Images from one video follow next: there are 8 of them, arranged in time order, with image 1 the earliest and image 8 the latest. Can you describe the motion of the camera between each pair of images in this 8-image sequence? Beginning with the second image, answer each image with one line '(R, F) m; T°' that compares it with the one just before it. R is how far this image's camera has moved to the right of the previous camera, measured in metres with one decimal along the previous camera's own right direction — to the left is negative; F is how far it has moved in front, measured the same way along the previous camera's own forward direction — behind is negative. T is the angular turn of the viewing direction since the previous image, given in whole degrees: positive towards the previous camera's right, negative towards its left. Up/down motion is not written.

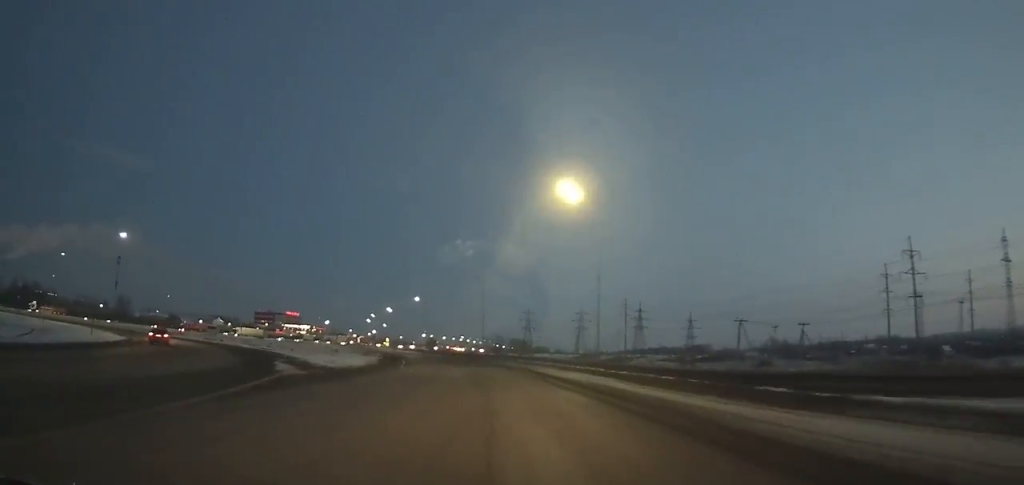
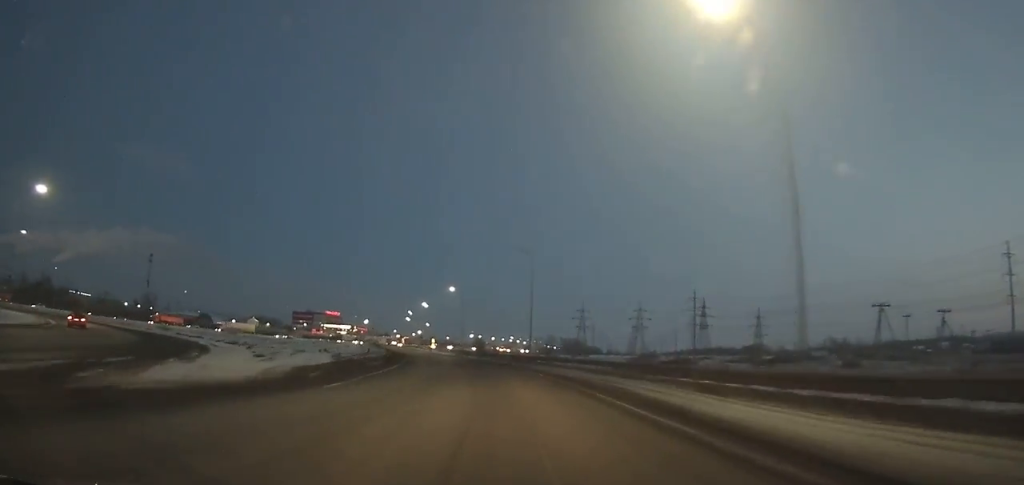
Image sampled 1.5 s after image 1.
(-1.4, +21.9) m; -4°
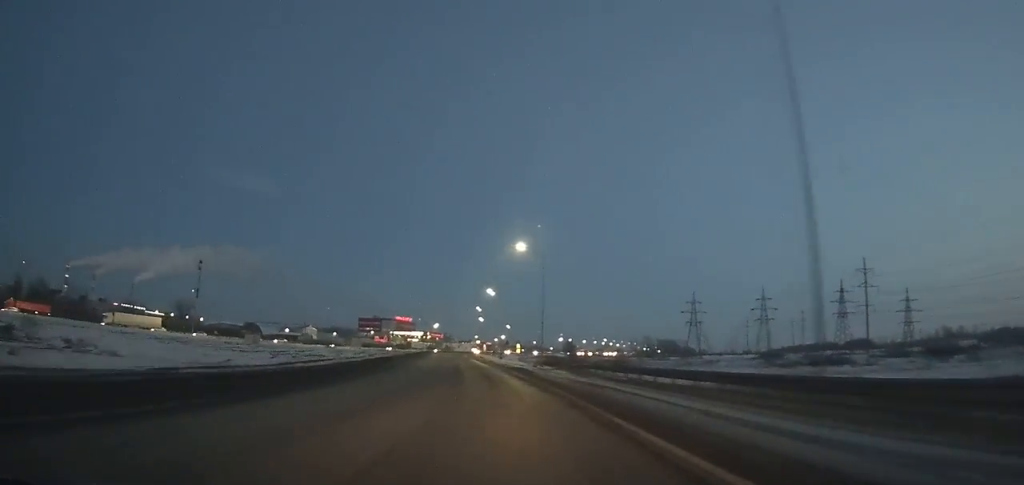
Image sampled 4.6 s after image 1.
(-3.5, +45.1) m; -7°
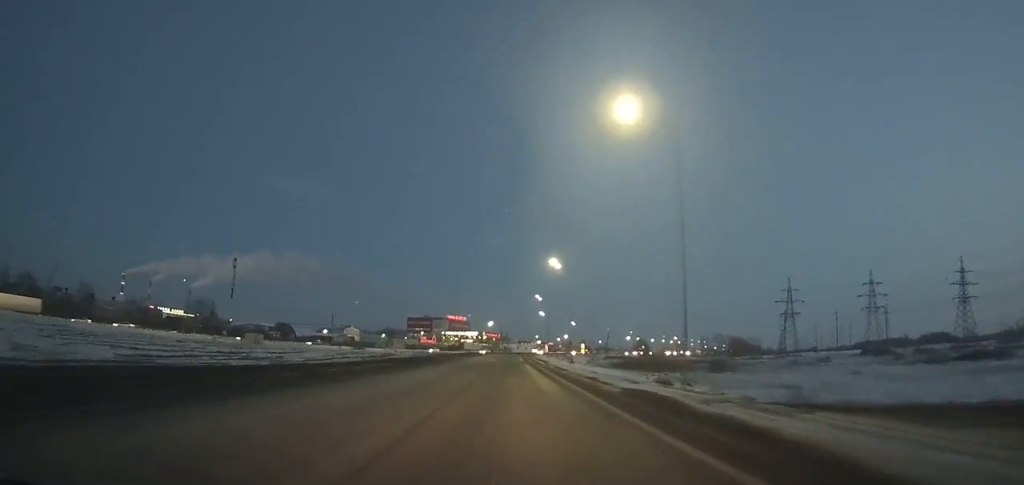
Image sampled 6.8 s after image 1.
(-1.2, +32.3) m; -2°
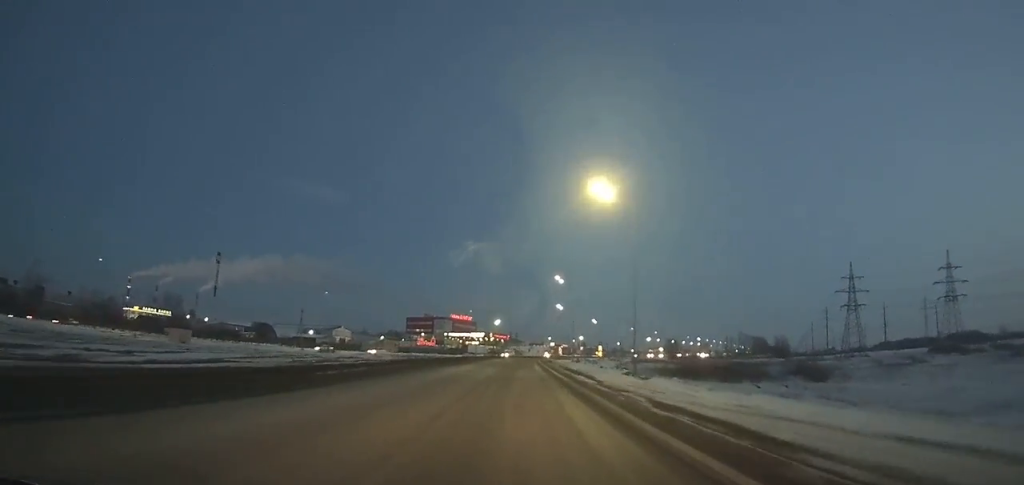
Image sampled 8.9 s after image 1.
(-0.5, +31.0) m; -1°
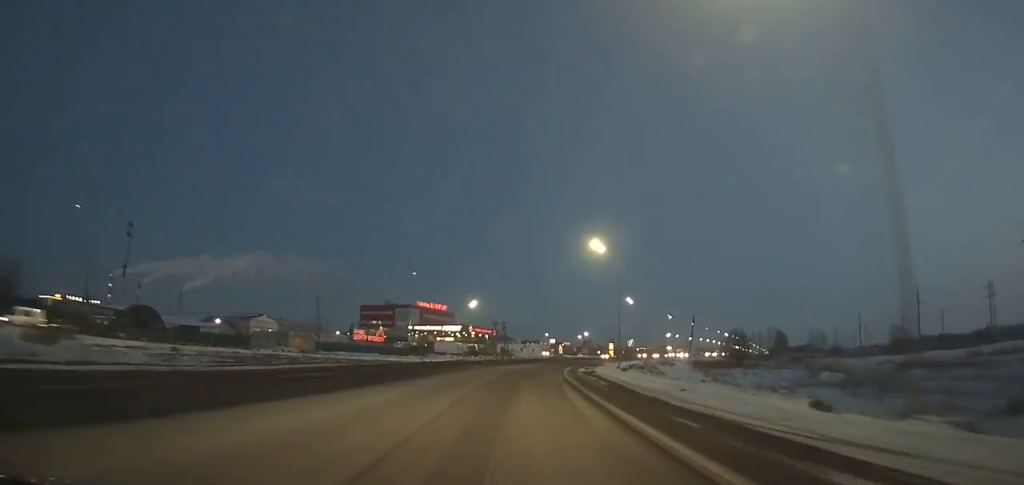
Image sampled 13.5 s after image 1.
(+1.0, +71.0) m; +4°
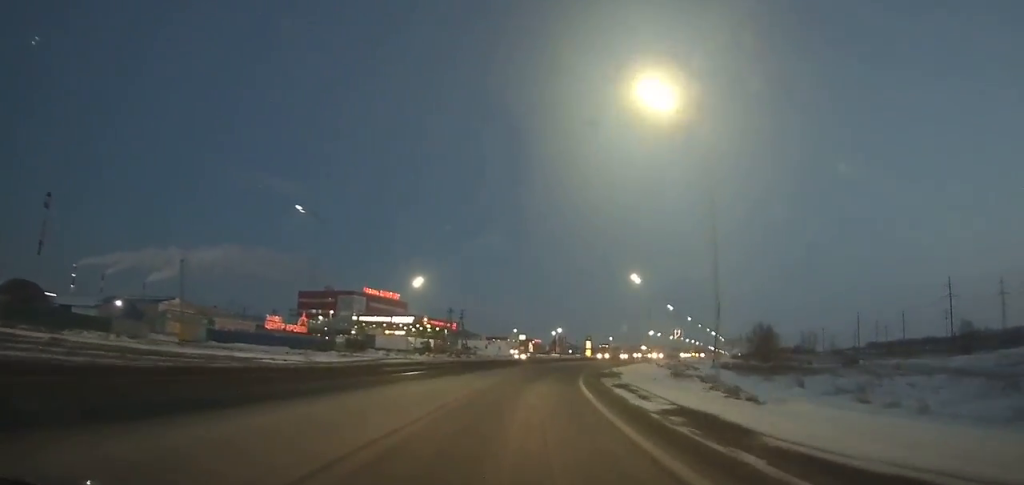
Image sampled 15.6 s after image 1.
(+0.8, +33.8) m; +5°
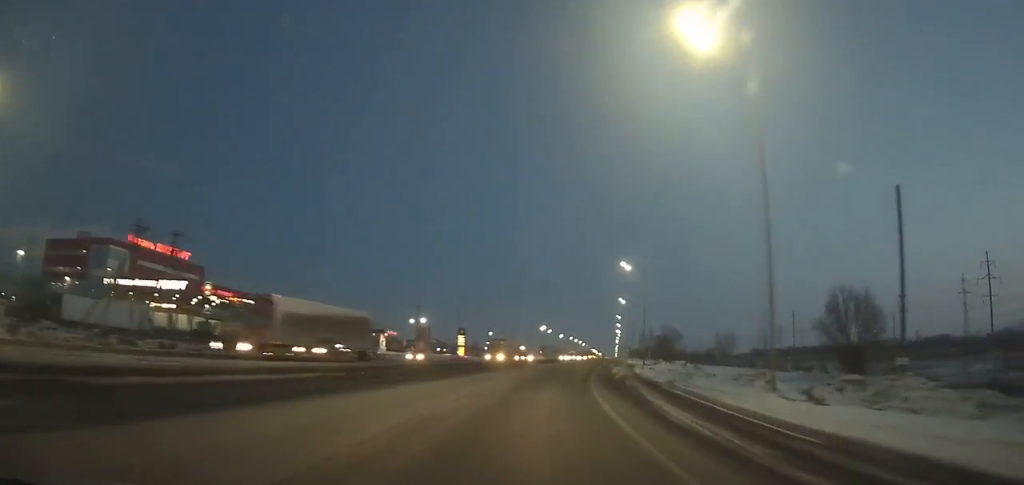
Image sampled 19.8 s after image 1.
(+7.2, +66.9) m; +12°
